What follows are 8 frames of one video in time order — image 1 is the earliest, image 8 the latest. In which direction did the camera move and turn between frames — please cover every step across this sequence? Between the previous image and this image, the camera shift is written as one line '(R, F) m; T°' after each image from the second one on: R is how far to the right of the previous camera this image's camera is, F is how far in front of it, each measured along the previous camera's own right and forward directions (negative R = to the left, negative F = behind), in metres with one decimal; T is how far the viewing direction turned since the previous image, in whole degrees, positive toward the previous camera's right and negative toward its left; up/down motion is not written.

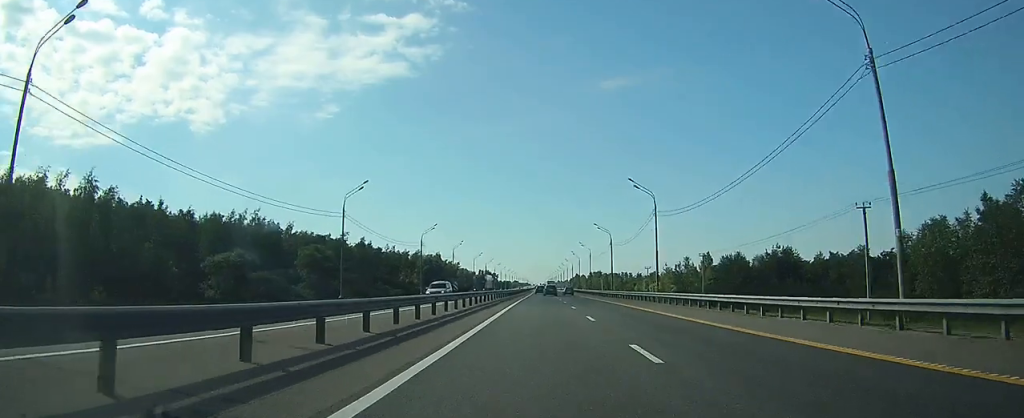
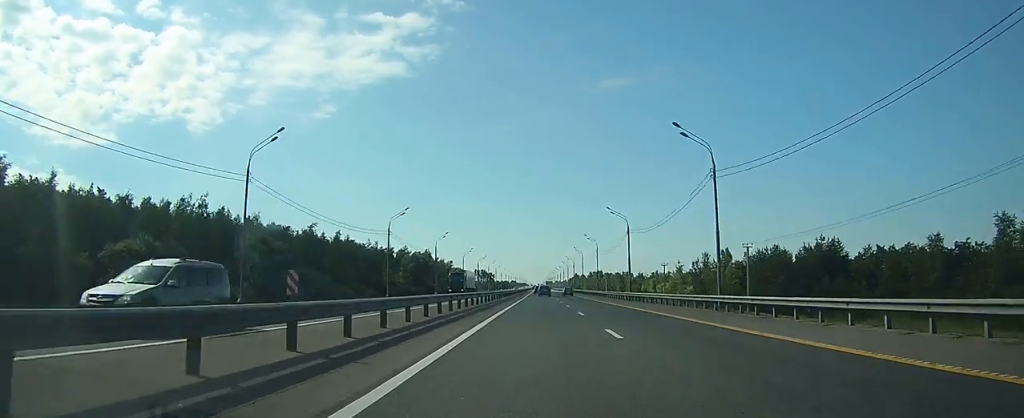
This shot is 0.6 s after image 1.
(0.0, +19.4) m; 0°
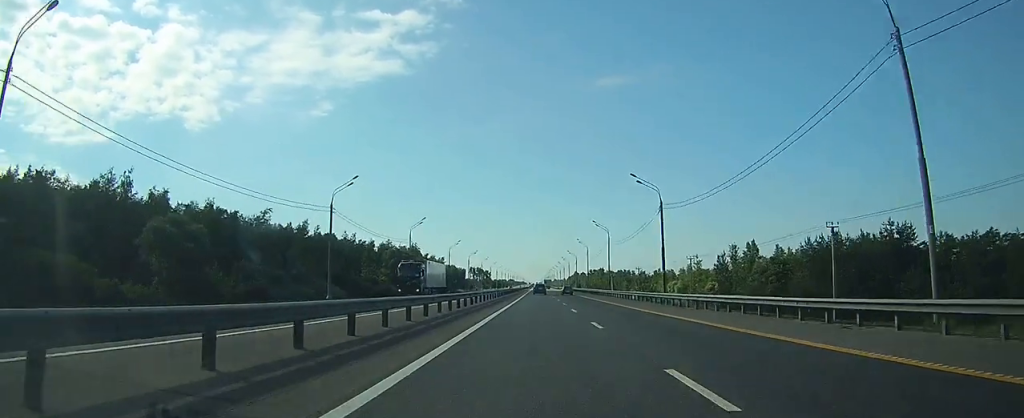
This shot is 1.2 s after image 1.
(0.0, +20.7) m; 0°
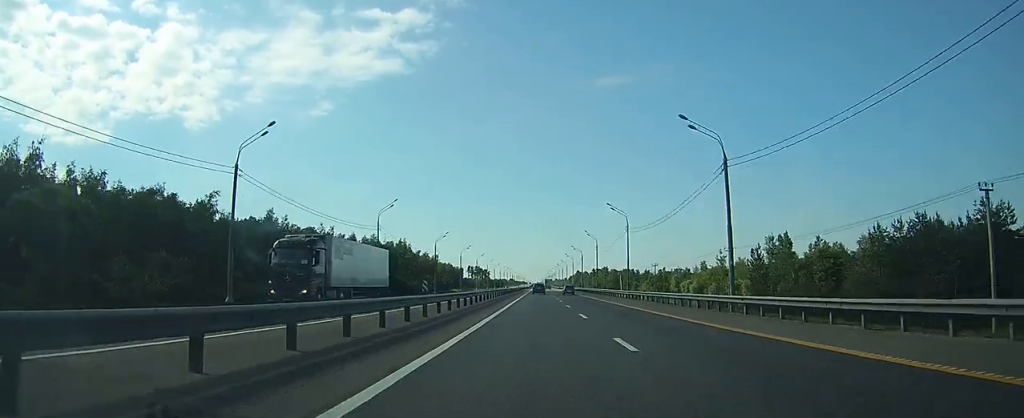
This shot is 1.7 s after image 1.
(0.0, +18.4) m; 0°
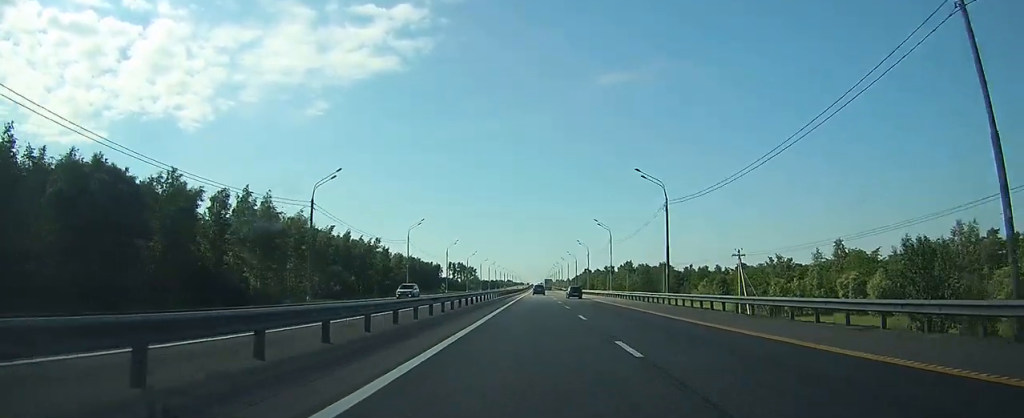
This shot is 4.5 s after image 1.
(+0.4, +97.7) m; 0°
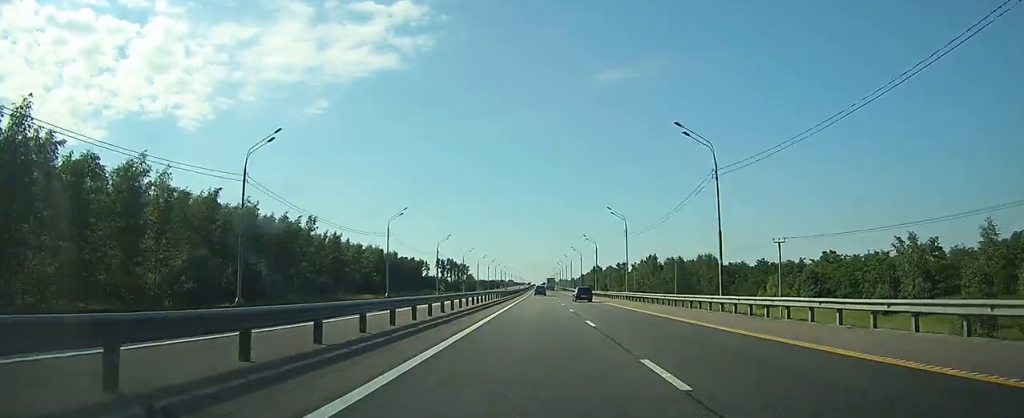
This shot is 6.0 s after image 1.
(+0.1, +51.7) m; 0°
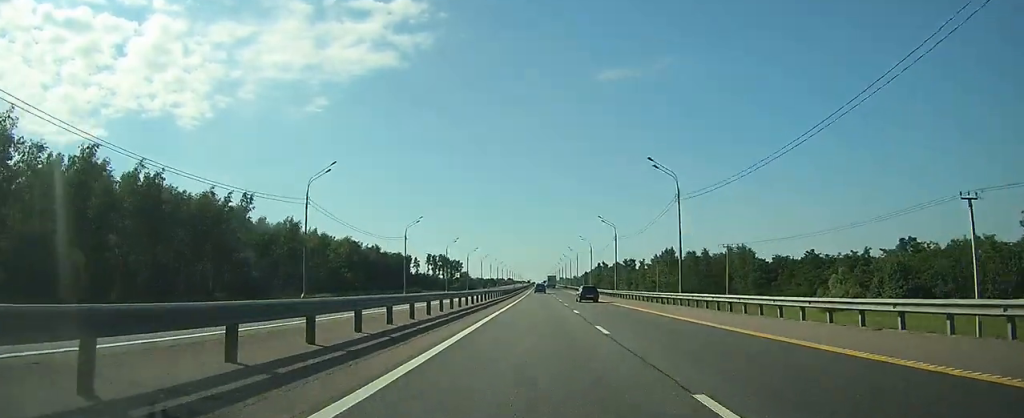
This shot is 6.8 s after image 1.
(0.0, +27.5) m; 0°
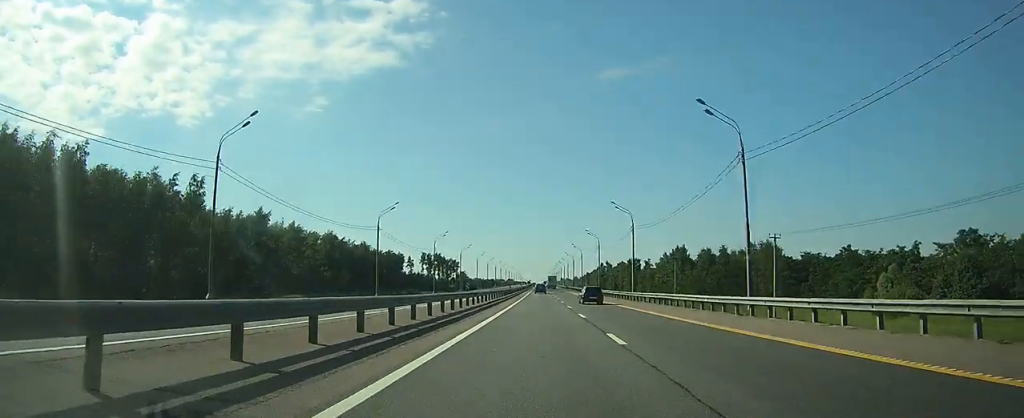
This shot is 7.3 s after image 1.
(0.0, +14.9) m; 0°
